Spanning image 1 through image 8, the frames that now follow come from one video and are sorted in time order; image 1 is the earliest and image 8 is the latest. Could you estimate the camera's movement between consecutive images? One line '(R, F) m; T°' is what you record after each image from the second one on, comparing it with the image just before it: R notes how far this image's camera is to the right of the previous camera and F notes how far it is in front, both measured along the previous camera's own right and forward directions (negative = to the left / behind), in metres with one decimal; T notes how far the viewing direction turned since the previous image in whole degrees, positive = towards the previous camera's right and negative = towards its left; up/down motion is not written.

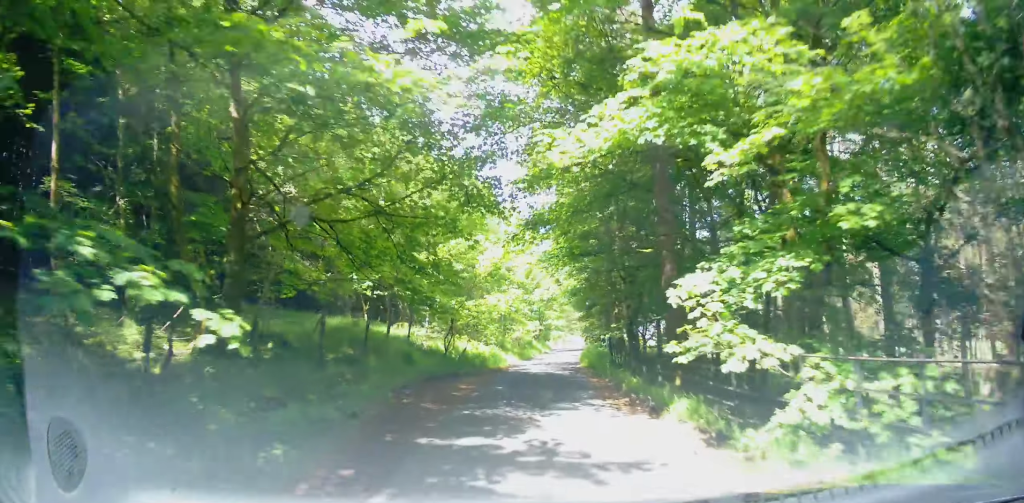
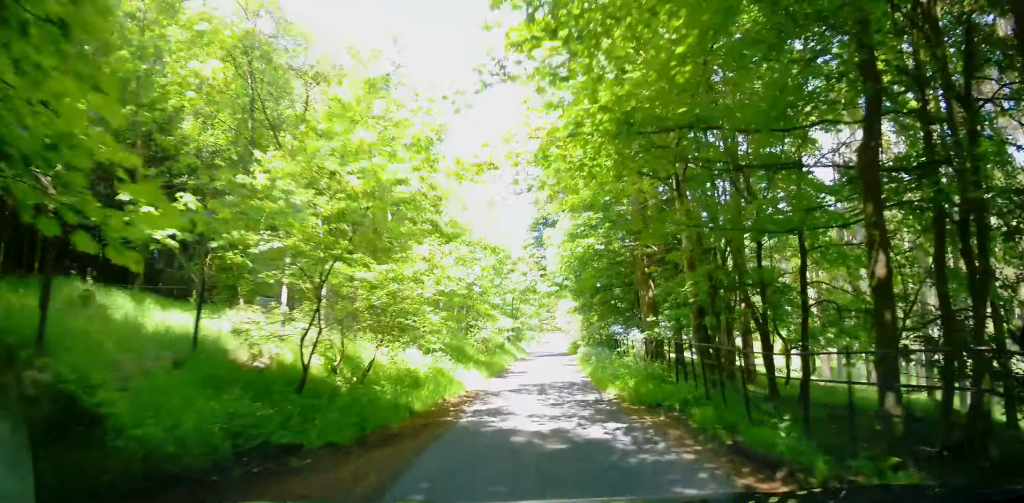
(0.0, +13.1) m; +3°
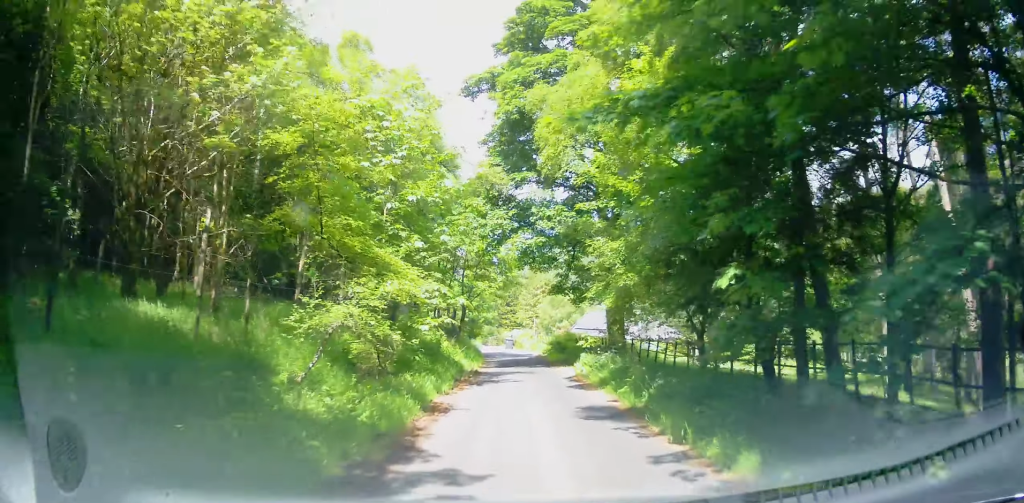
(+1.5, +19.3) m; +7°
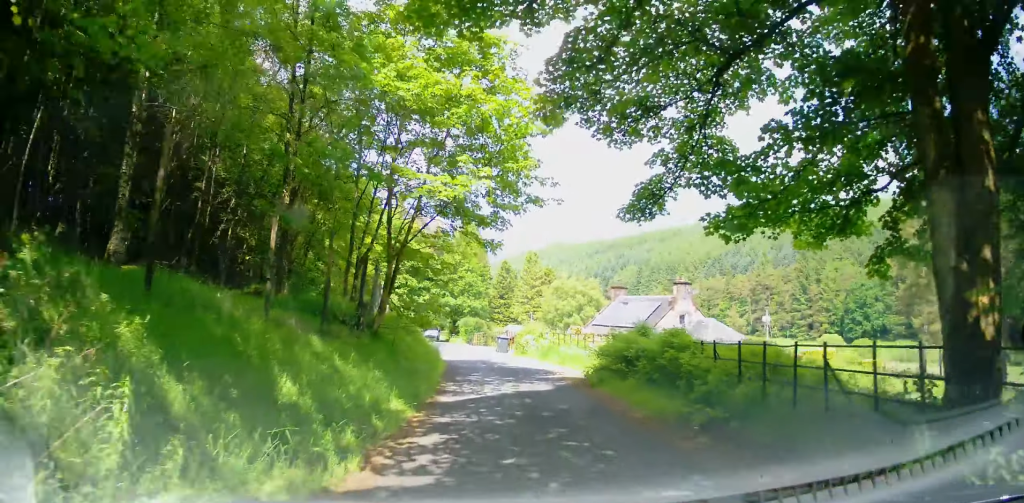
(+1.2, +22.9) m; +6°
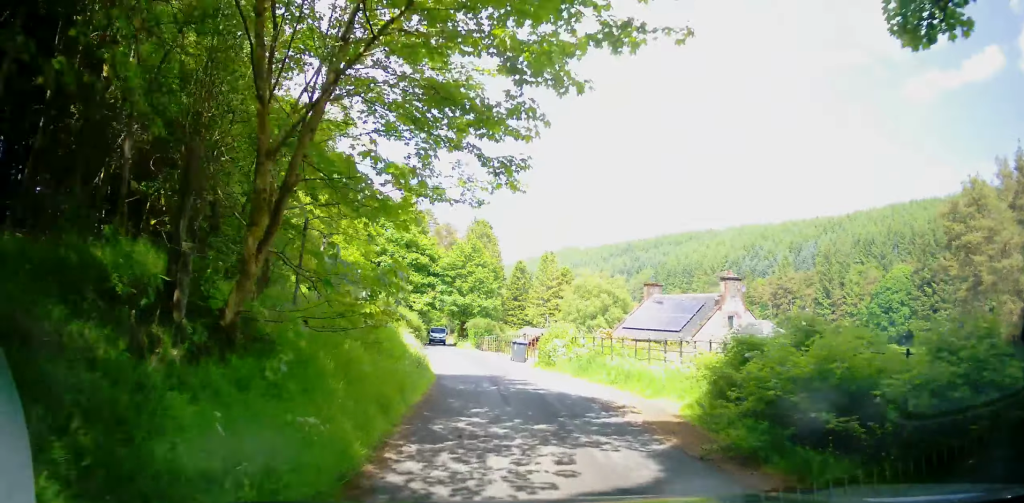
(+0.3, +10.1) m; +1°
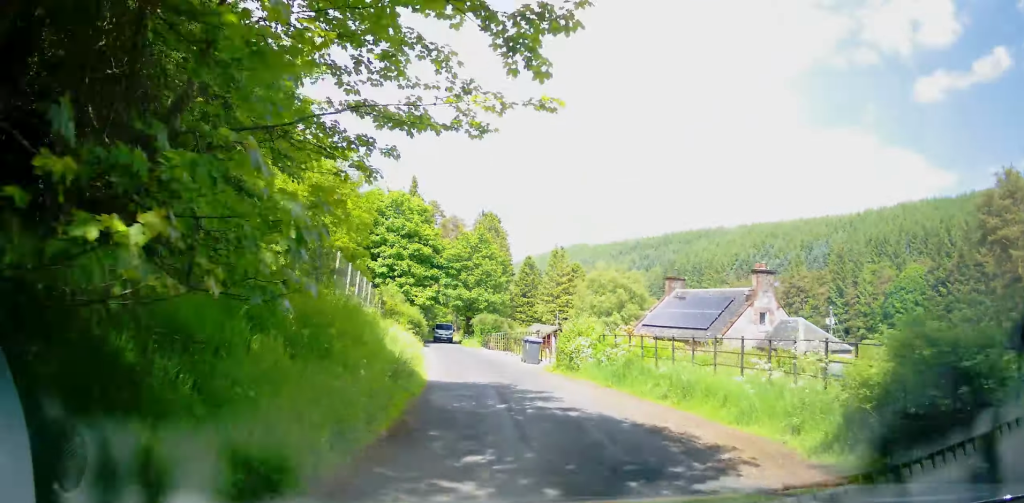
(+0.2, +5.1) m; -1°
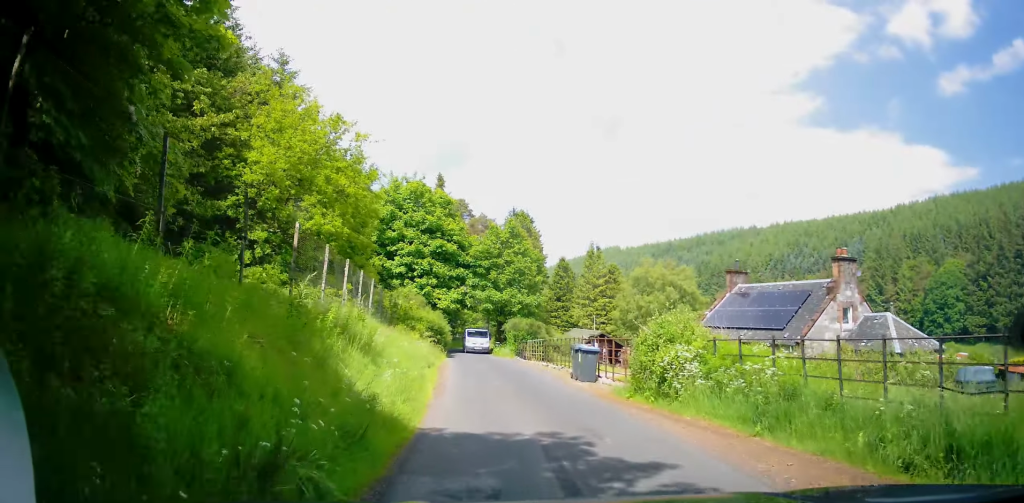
(-0.4, +8.1) m; -5°
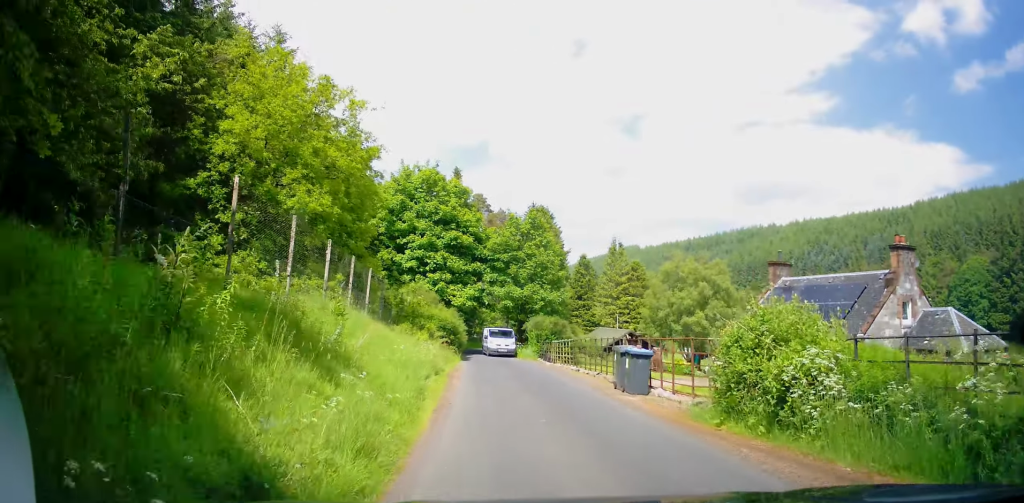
(-0.1, +4.7) m; -3°
